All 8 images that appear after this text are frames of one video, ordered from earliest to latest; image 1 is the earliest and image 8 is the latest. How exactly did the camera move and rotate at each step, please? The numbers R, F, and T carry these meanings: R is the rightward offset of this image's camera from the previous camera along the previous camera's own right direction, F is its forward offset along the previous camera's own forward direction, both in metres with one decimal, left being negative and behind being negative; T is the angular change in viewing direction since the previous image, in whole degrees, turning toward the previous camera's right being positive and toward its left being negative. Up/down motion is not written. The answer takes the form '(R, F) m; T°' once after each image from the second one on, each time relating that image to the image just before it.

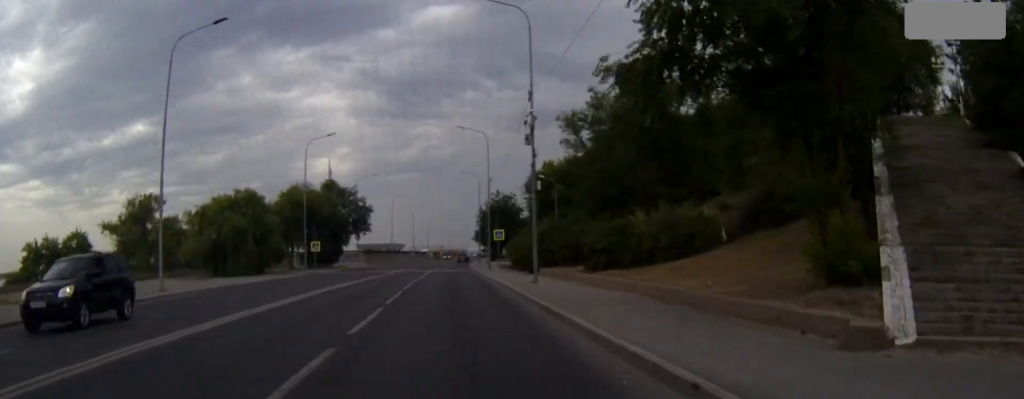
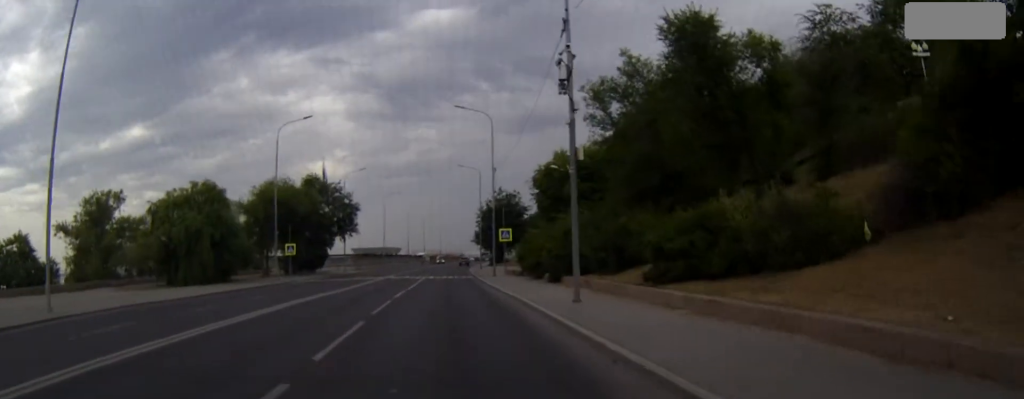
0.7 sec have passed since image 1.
(0.0, +10.6) m; 0°
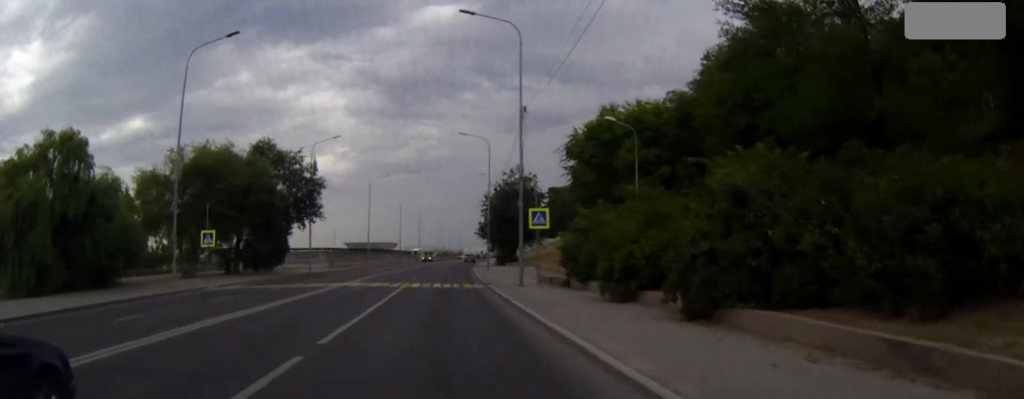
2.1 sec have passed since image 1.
(0.0, +21.7) m; 0°
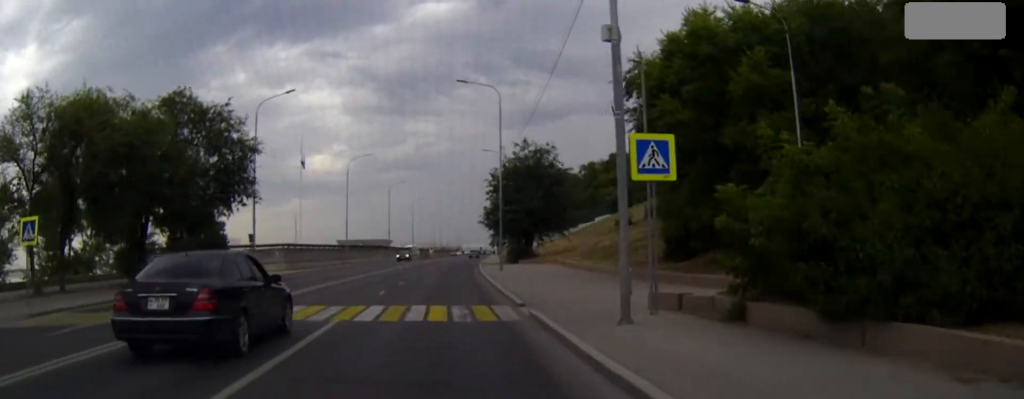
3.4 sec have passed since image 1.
(0.0, +19.7) m; 0°
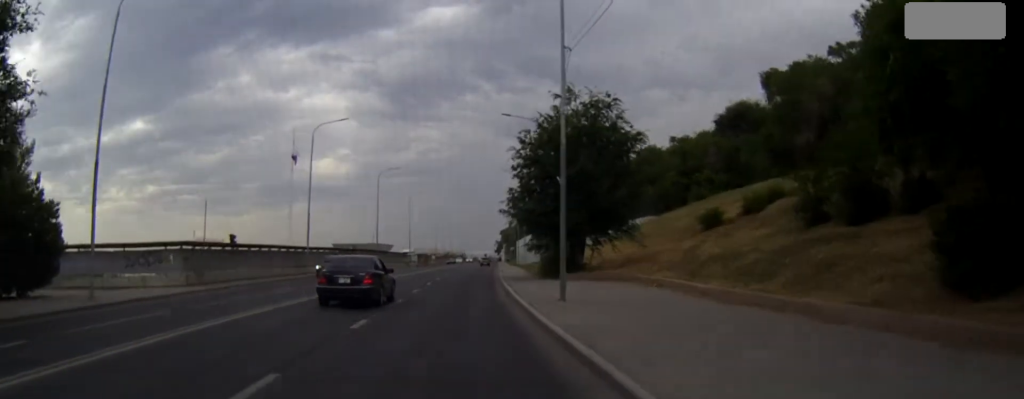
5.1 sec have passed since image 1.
(0.0, +25.0) m; 0°
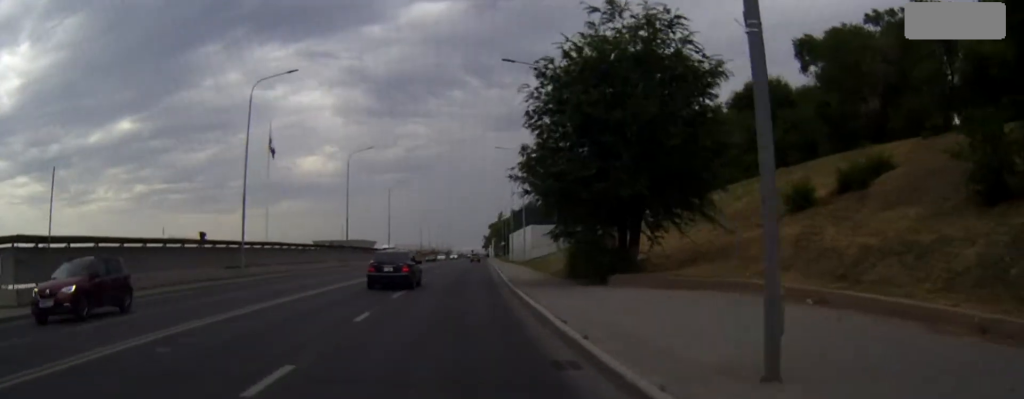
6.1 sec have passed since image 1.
(+0.1, +15.5) m; +1°
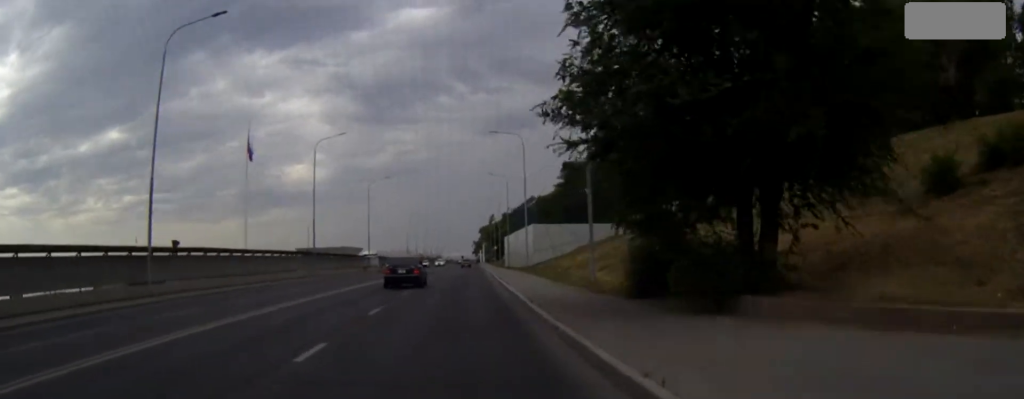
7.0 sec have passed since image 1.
(+0.1, +13.2) m; +1°
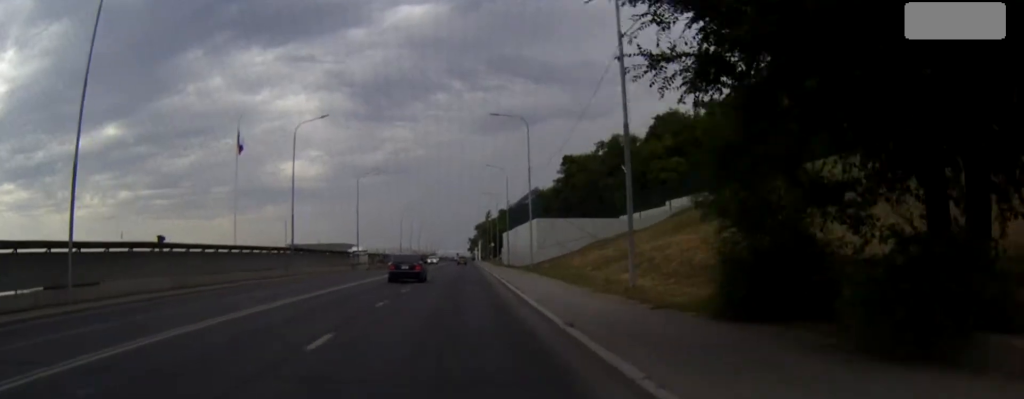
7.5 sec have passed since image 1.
(0.0, +7.2) m; 0°
